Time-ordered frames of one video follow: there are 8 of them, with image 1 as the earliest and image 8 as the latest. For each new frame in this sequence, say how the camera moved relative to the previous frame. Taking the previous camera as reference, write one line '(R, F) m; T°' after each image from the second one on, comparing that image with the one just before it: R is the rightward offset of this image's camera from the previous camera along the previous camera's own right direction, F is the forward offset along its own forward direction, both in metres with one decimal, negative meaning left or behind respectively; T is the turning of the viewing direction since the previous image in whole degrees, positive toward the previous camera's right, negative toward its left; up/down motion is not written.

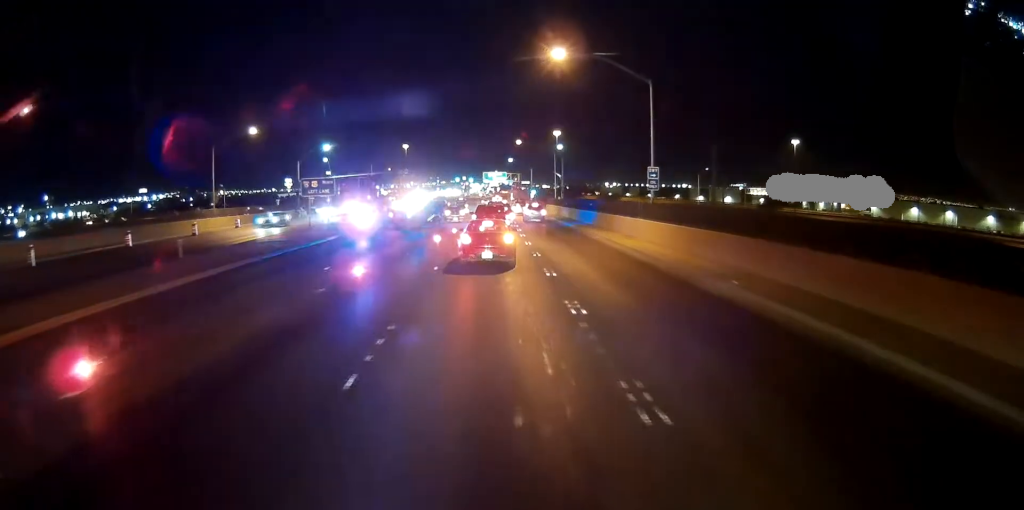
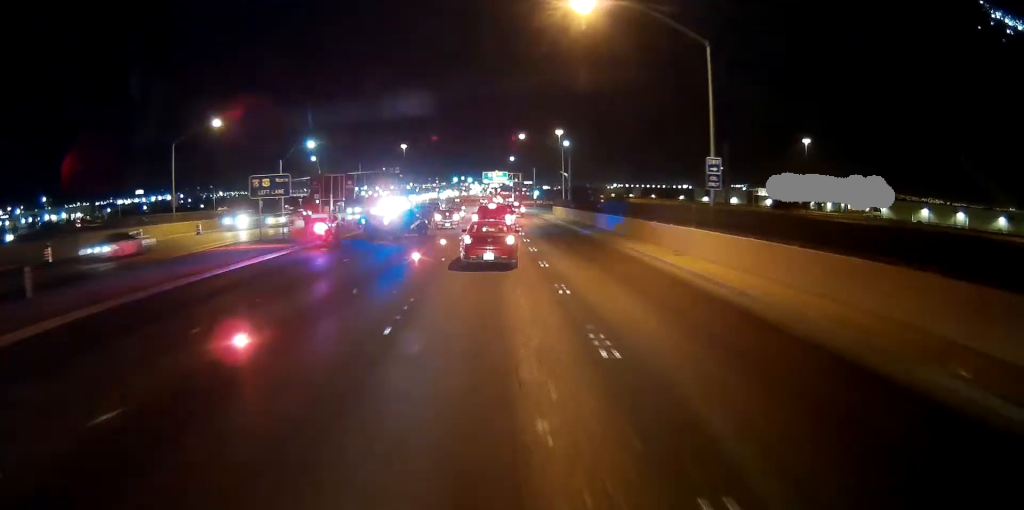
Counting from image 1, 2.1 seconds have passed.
(-0.1, +8.9) m; +4°
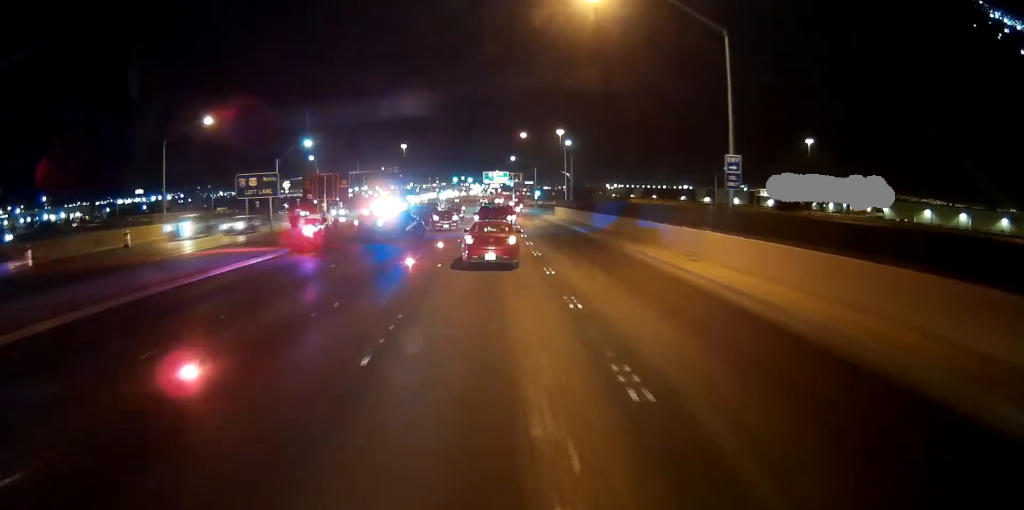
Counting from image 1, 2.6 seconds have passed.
(+0.1, +2.0) m; +2°
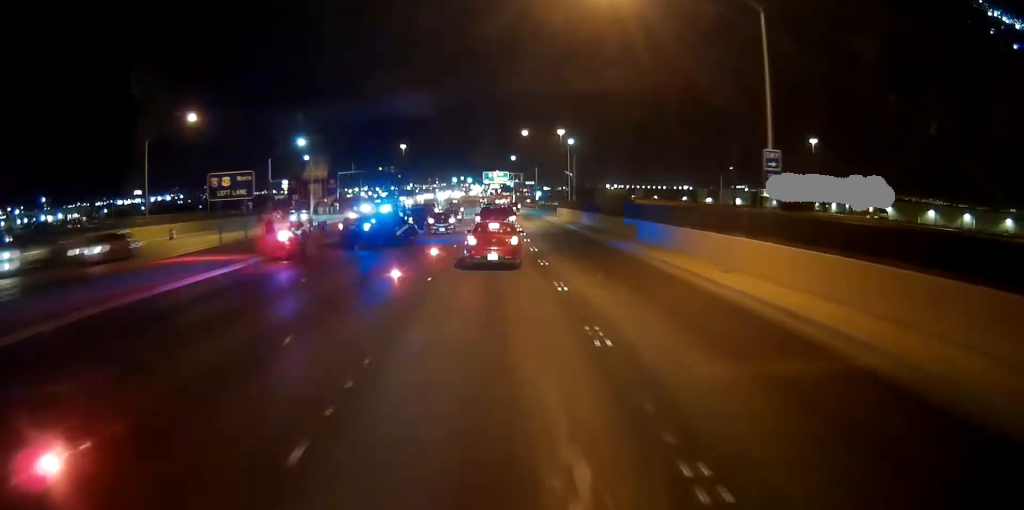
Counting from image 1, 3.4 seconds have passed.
(+0.1, +3.5) m; +2°
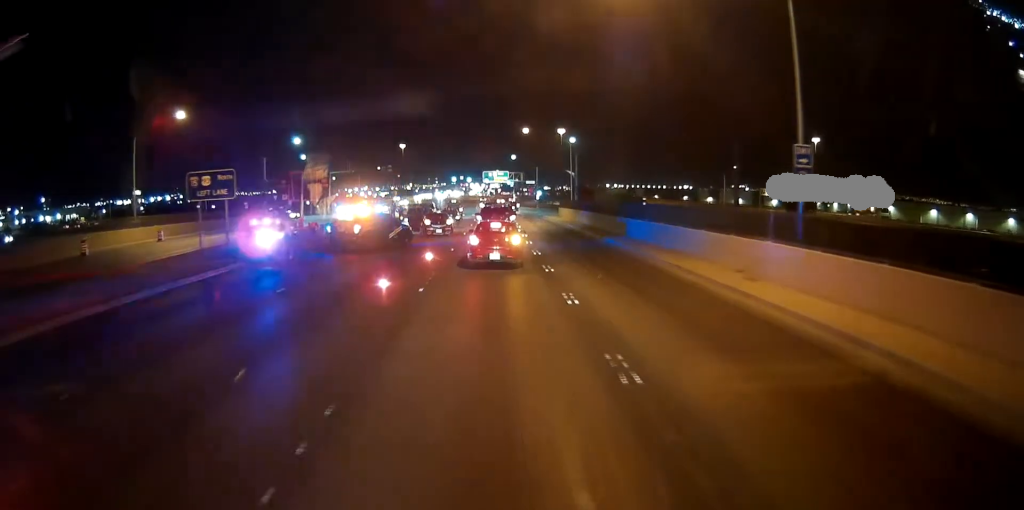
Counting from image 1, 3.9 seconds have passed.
(0.0, +2.2) m; 0°
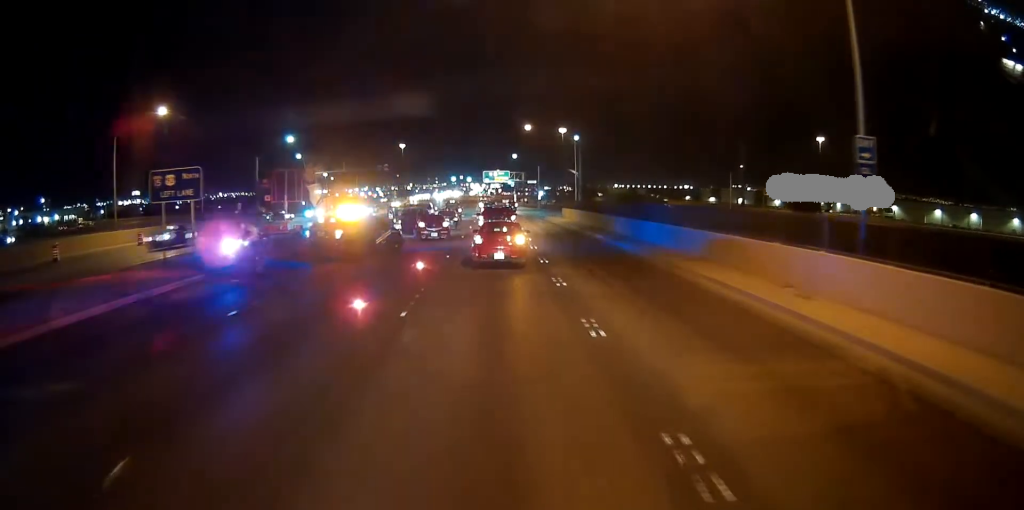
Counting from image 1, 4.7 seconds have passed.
(0.0, +3.4) m; 0°
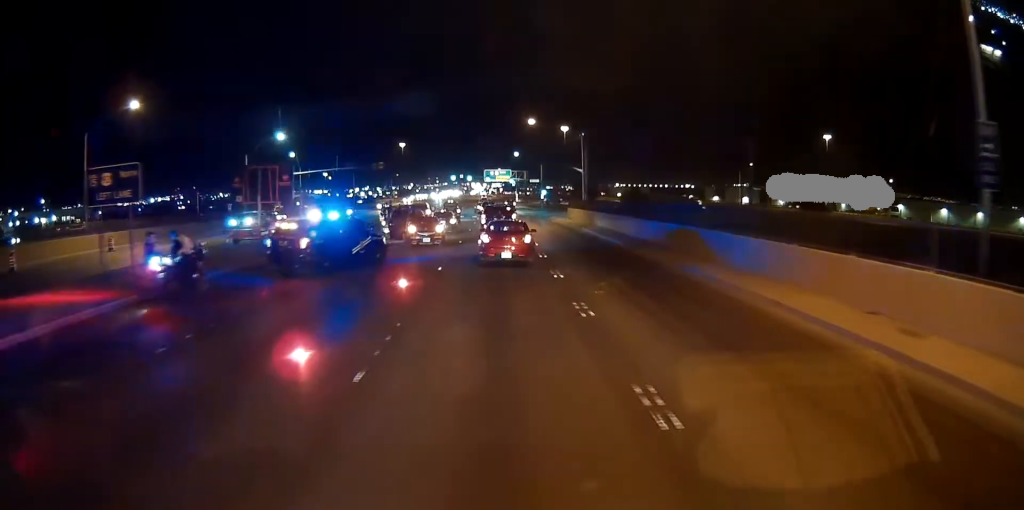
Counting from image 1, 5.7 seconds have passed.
(0.0, +4.6) m; 0°
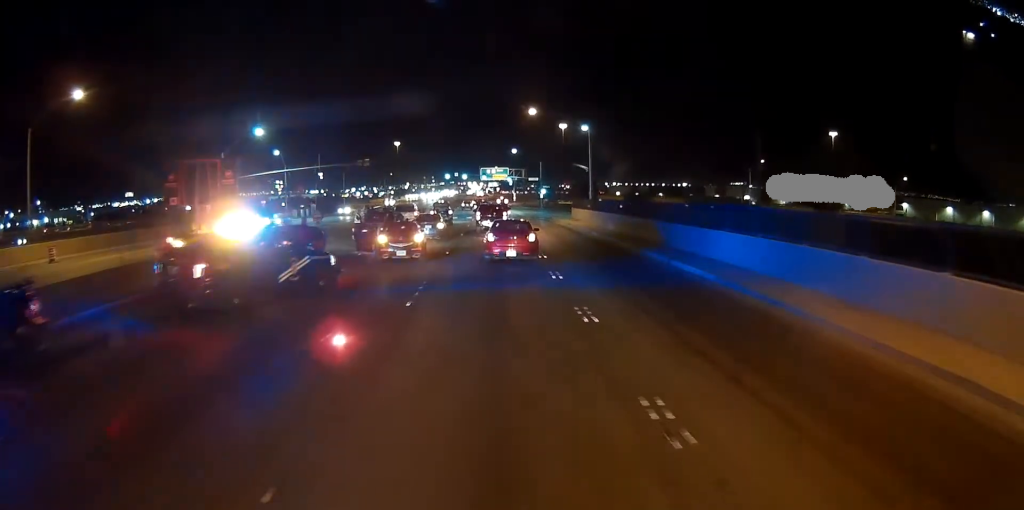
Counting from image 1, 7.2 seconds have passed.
(0.0, +6.9) m; 0°
